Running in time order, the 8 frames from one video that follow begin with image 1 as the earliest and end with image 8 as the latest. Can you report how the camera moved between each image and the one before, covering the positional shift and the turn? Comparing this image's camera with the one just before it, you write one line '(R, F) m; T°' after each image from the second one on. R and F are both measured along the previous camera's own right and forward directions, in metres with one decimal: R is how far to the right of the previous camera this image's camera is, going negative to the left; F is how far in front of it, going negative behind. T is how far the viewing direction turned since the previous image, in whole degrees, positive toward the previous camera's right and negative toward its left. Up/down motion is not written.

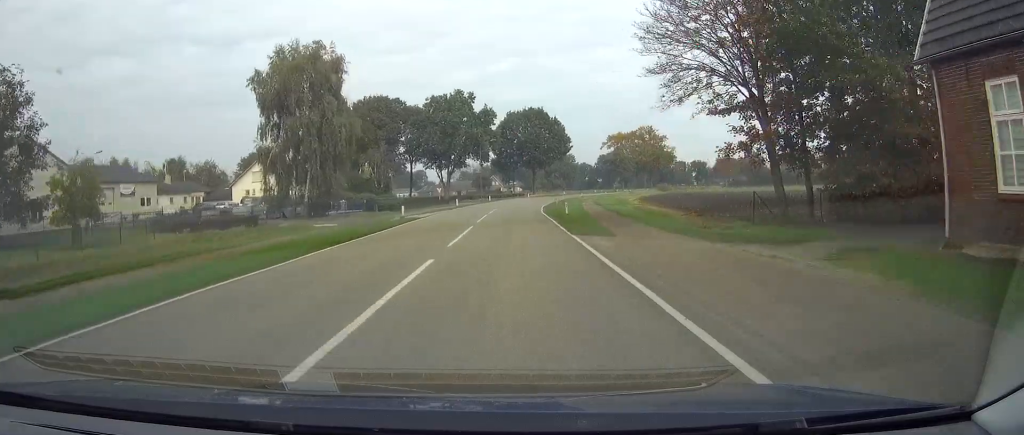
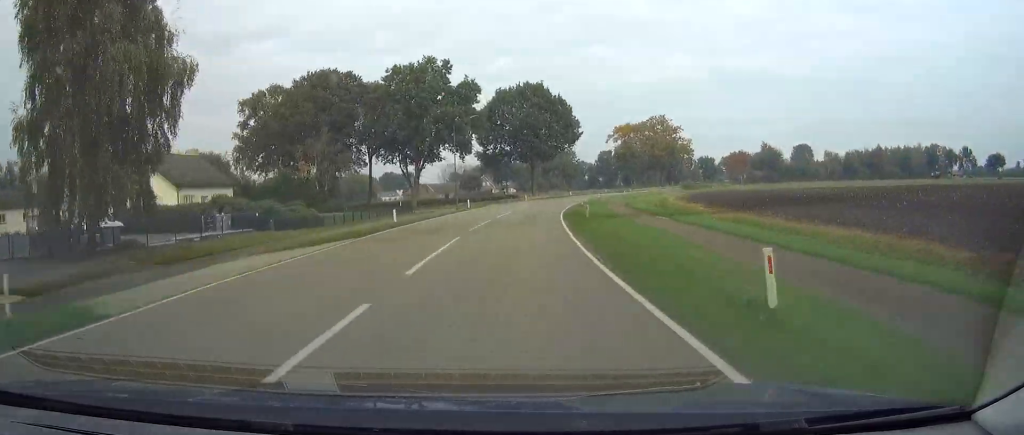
(+0.3, +29.1) m; +1°
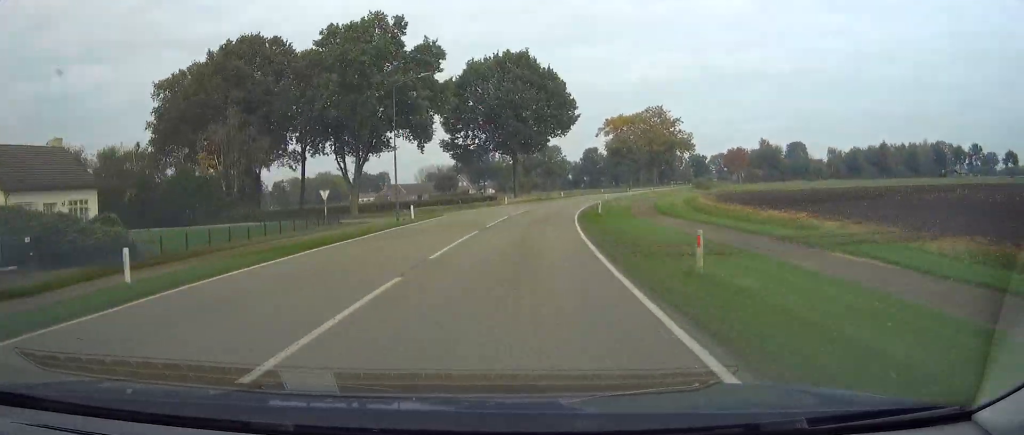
(-0.1, +21.5) m; +1°
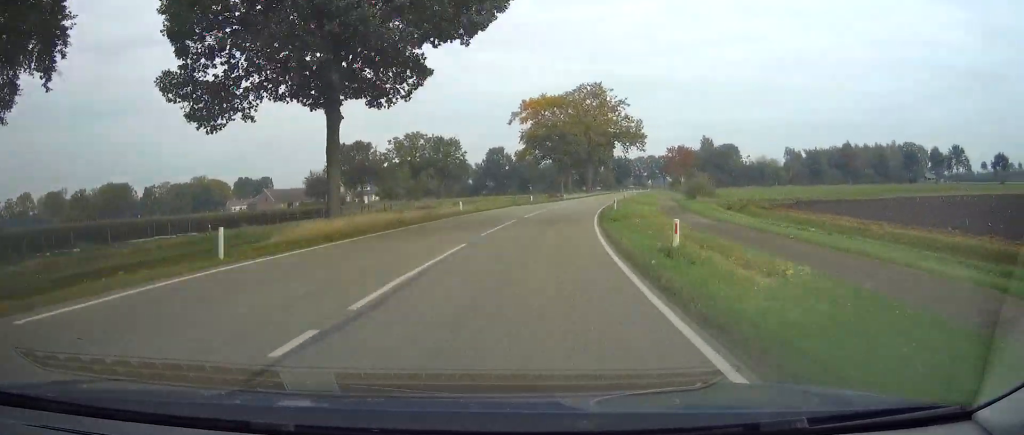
(+1.4, +46.7) m; +8°
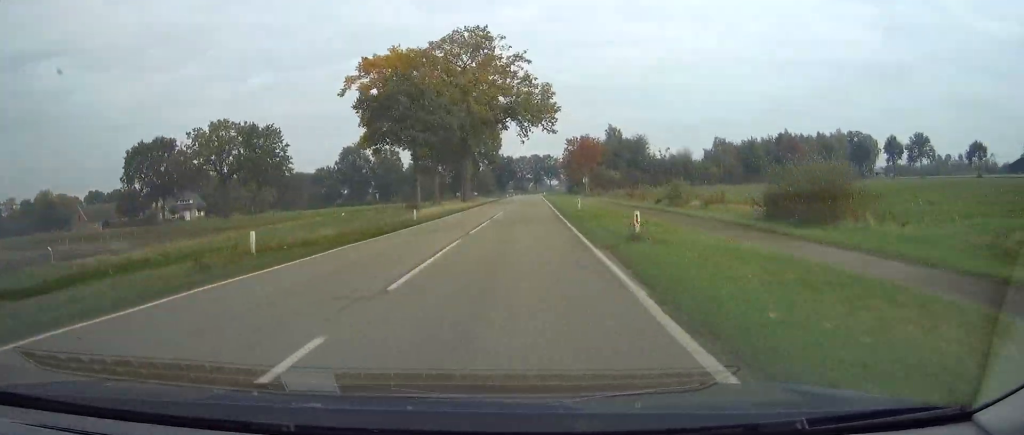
(+4.9, +46.5) m; +6°
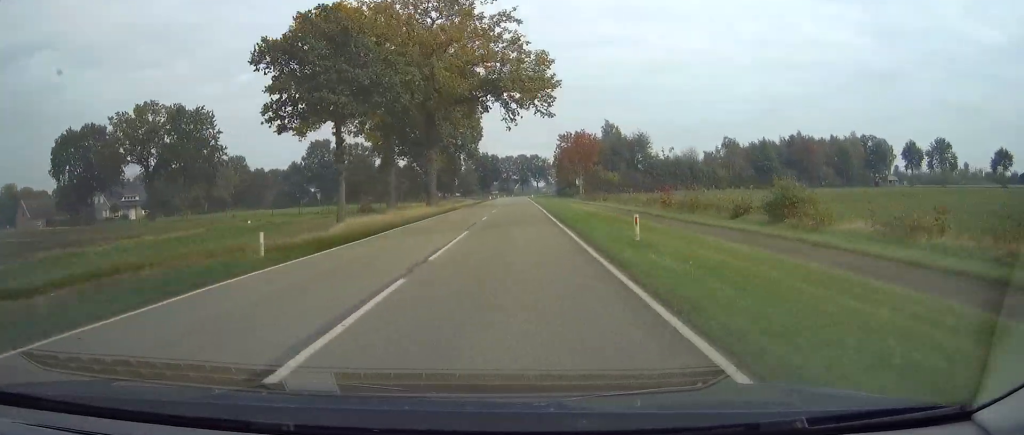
(0.0, +20.3) m; +2°
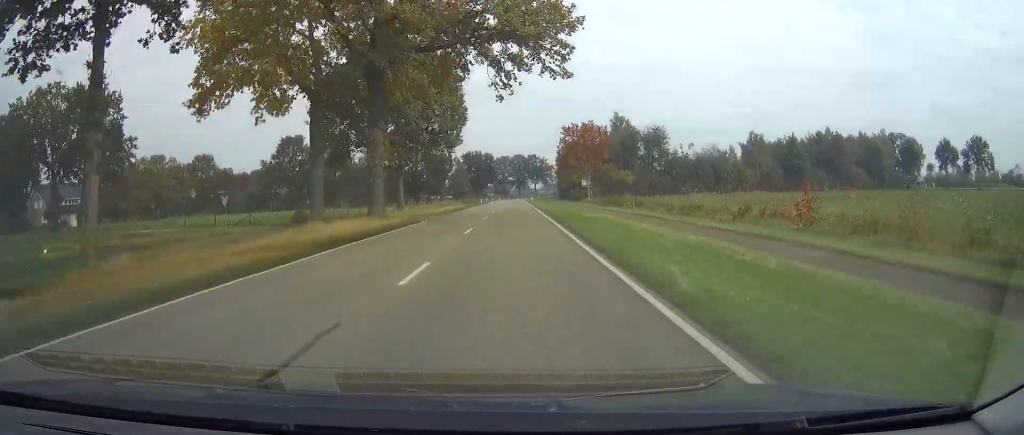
(-0.6, +21.8) m; +2°
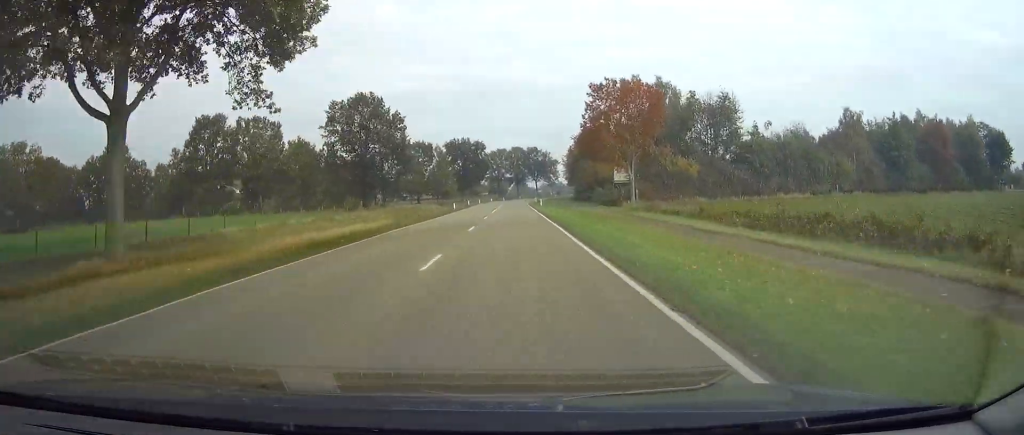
(+2.6, +46.4) m; +3°
